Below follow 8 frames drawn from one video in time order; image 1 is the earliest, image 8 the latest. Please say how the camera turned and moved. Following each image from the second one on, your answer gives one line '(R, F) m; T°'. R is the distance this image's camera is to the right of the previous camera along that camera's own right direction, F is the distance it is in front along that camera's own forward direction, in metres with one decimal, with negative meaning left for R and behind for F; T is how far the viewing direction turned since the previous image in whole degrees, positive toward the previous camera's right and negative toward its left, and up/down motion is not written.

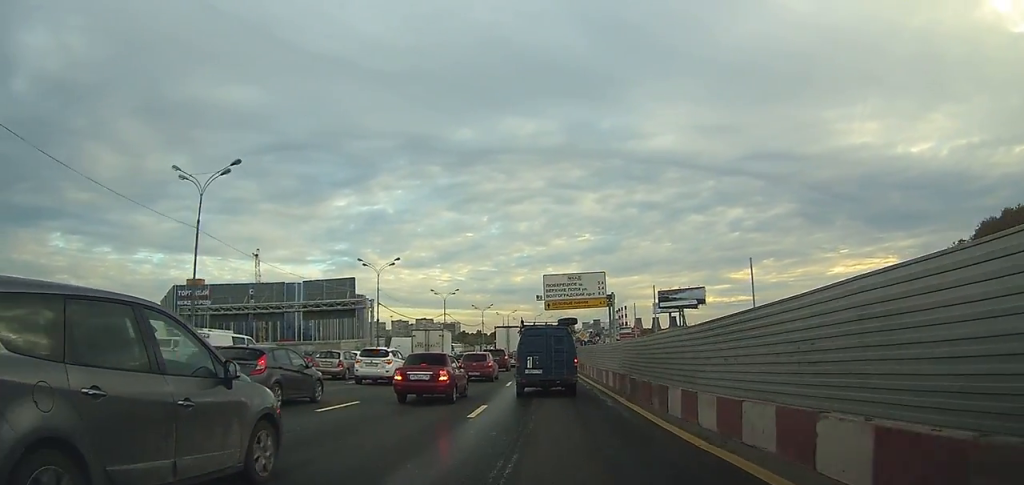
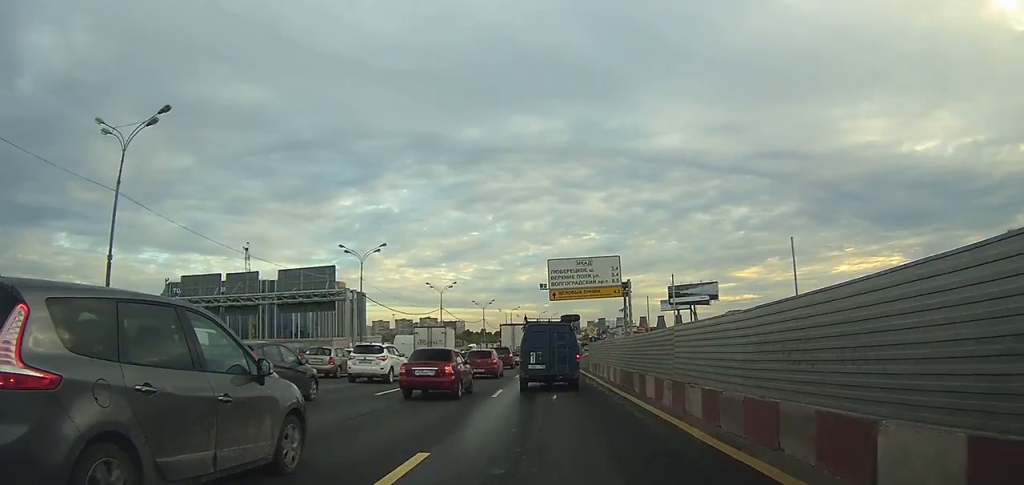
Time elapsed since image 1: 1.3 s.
(-0.2, +7.9) m; -1°
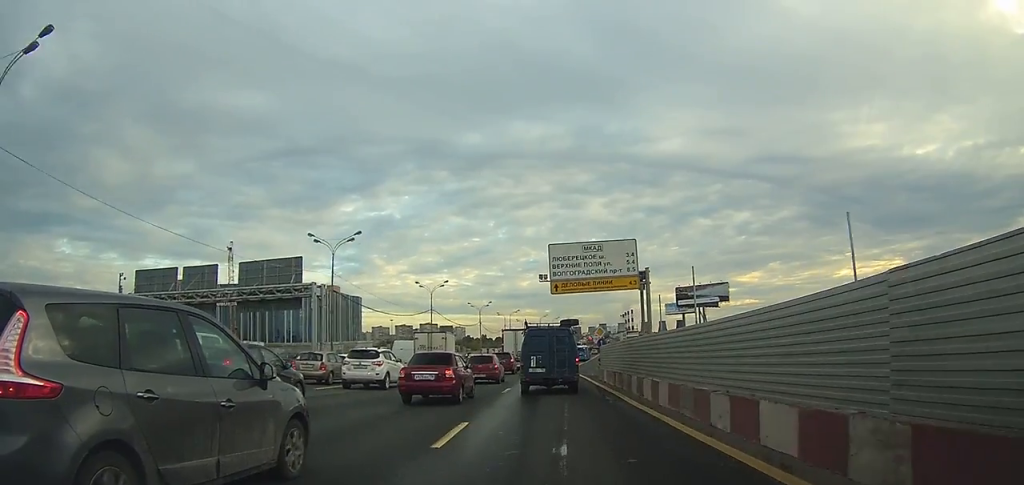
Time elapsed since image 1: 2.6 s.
(0.0, +8.8) m; +1°
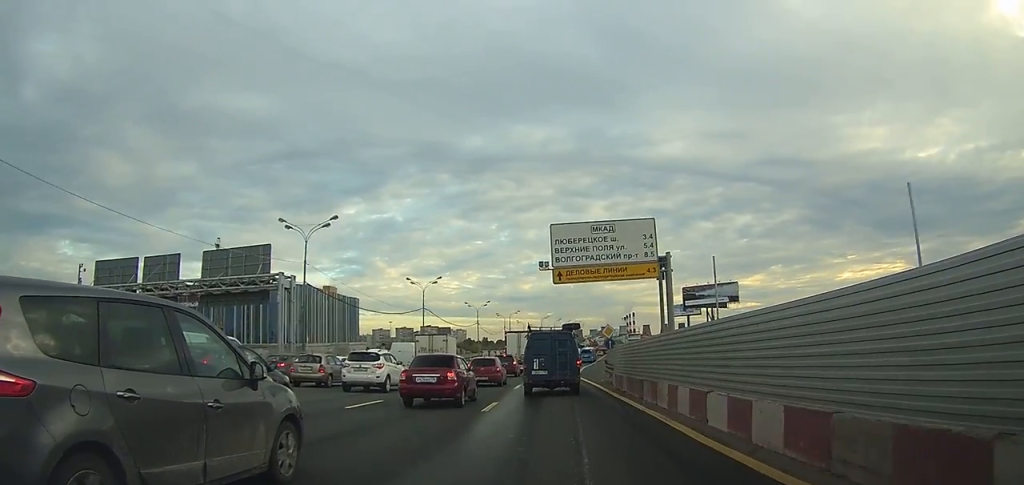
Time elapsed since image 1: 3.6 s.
(0.0, +6.7) m; +1°
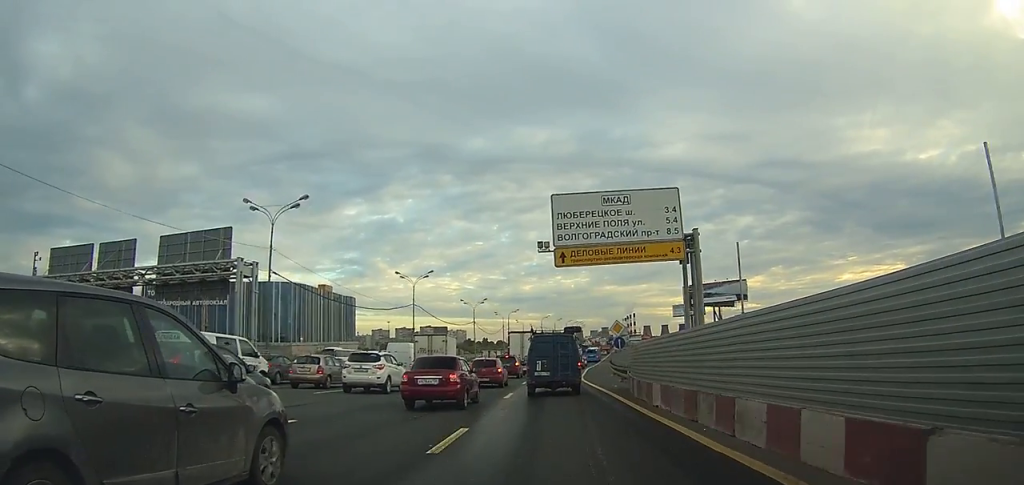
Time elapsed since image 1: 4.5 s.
(+0.1, +6.6) m; 0°
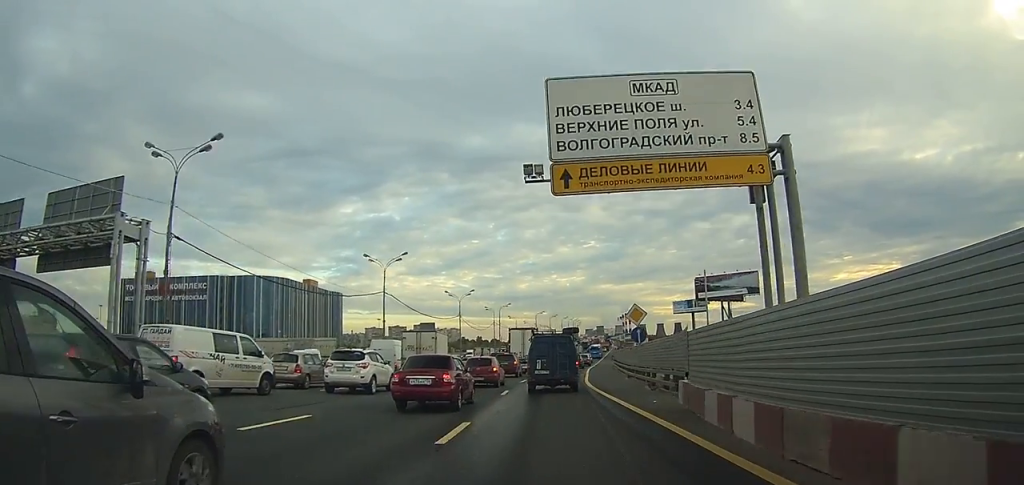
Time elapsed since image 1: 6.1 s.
(0.0, +11.6) m; 0°
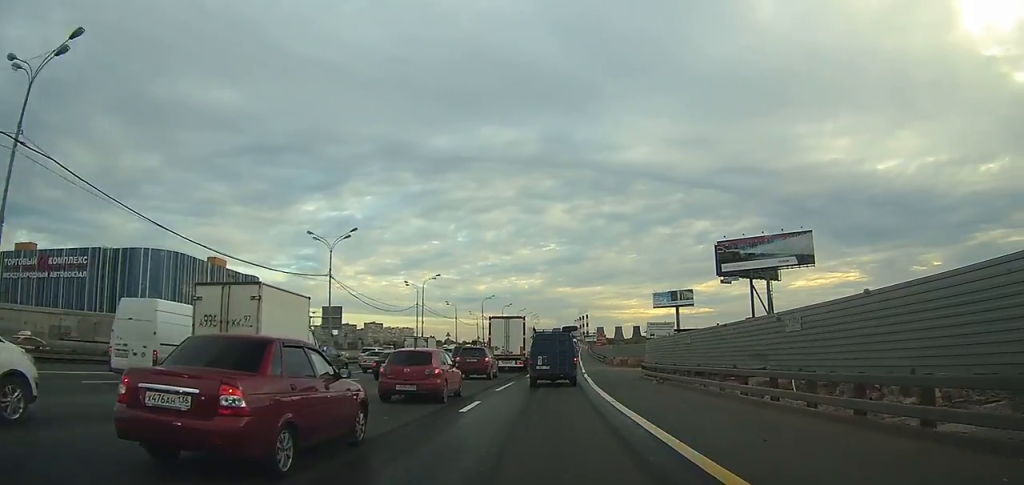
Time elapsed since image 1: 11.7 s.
(+1.3, +45.3) m; +4°
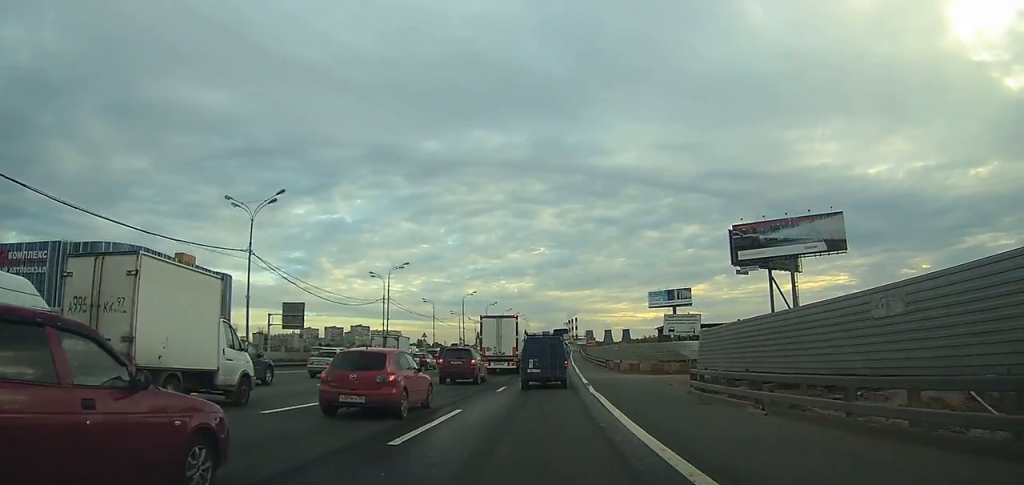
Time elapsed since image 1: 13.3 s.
(+0.1, +14.4) m; +1°
